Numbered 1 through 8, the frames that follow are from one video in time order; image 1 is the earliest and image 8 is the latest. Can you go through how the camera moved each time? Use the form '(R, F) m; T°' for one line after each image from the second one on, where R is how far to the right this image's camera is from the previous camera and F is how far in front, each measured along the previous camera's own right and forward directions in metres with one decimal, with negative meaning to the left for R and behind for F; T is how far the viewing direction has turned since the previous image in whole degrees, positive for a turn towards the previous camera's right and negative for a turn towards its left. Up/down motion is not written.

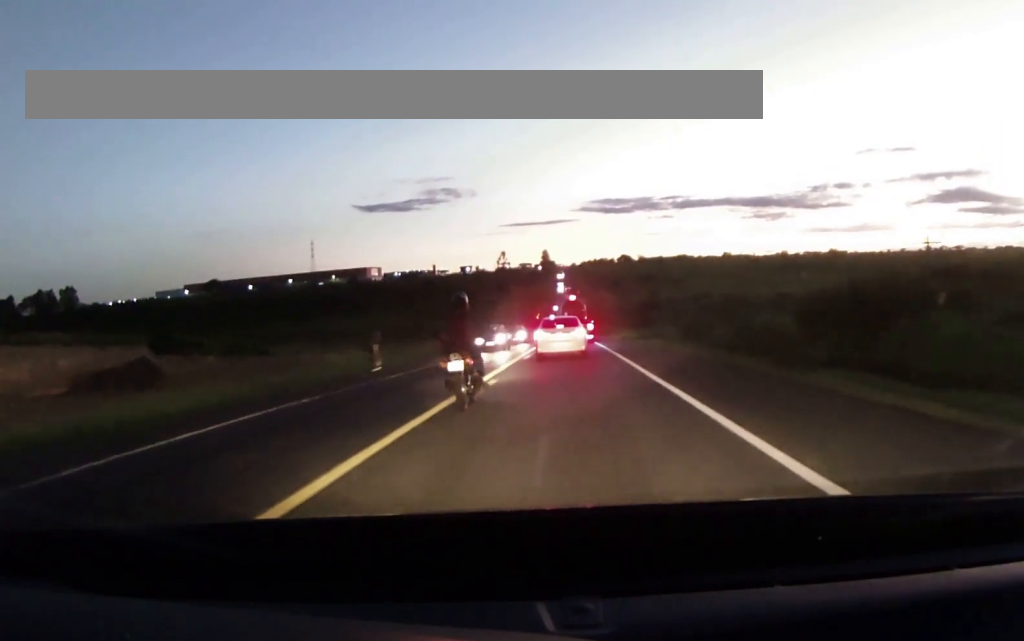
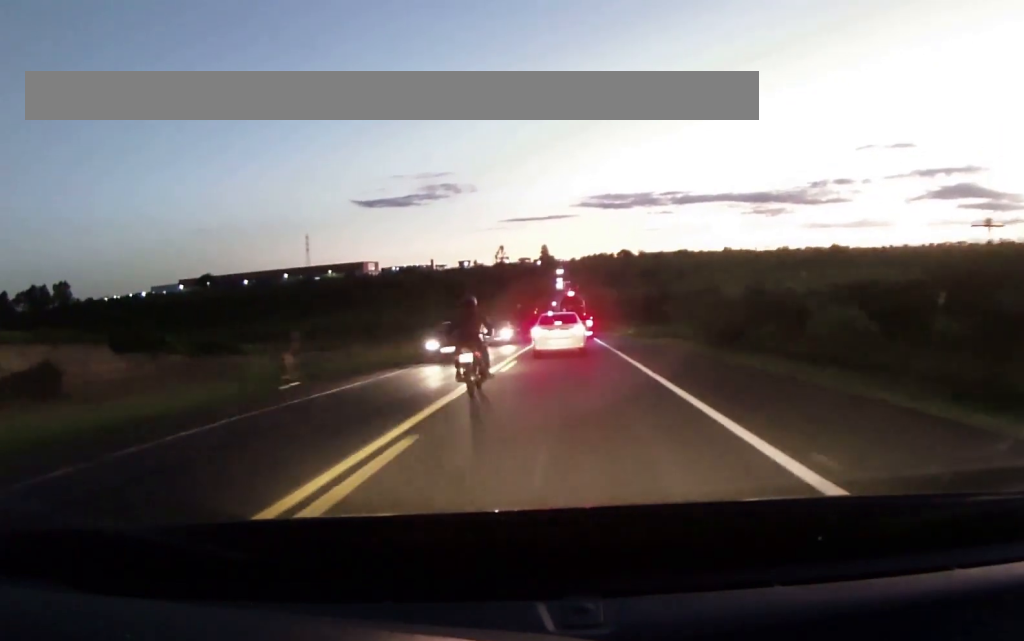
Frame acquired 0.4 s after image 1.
(0.0, +9.1) m; 0°
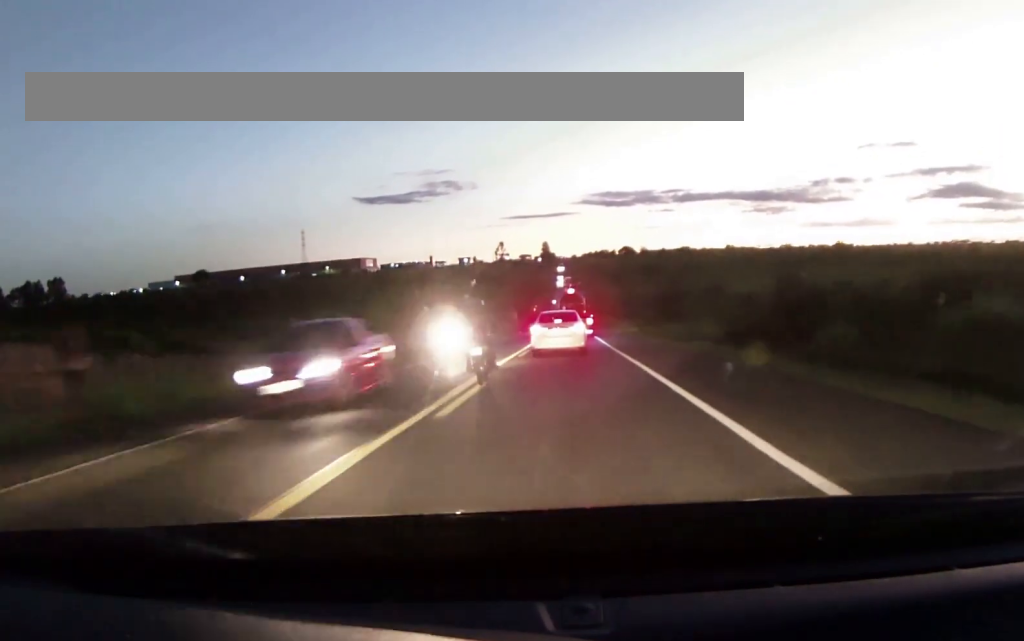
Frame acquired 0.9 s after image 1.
(-0.1, +9.8) m; 0°
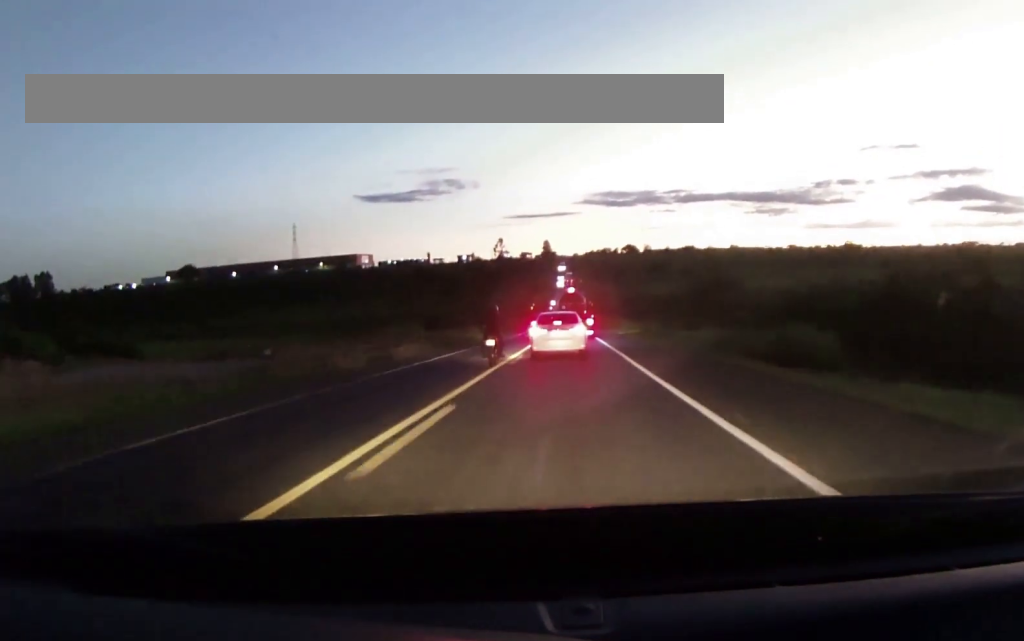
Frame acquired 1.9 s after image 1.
(0.0, +21.0) m; +1°
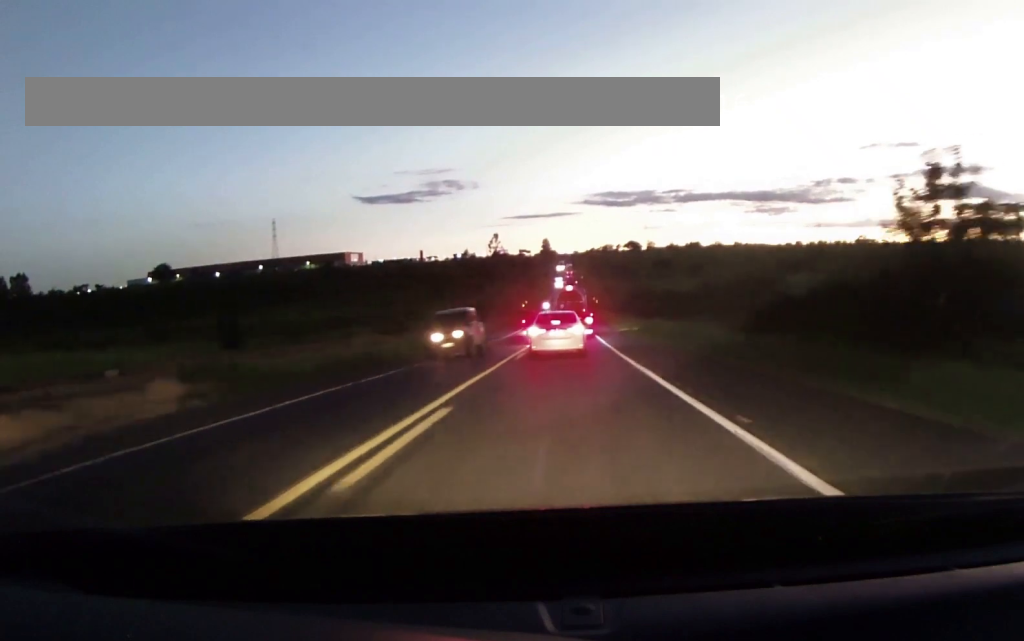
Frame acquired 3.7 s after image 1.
(+0.6, +36.0) m; 0°
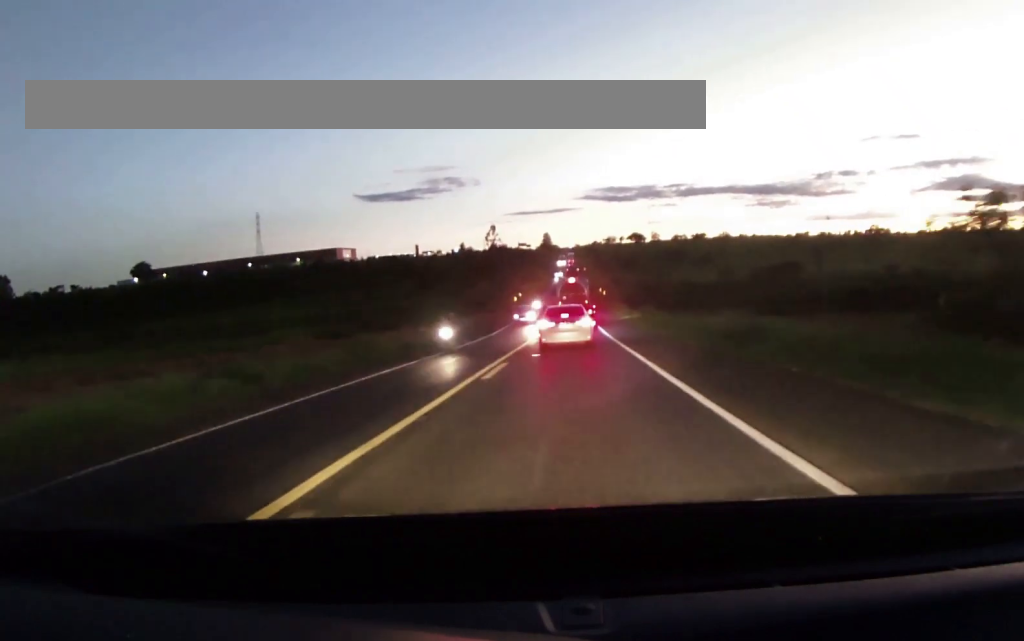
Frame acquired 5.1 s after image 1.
(-0.6, +27.0) m; -1°
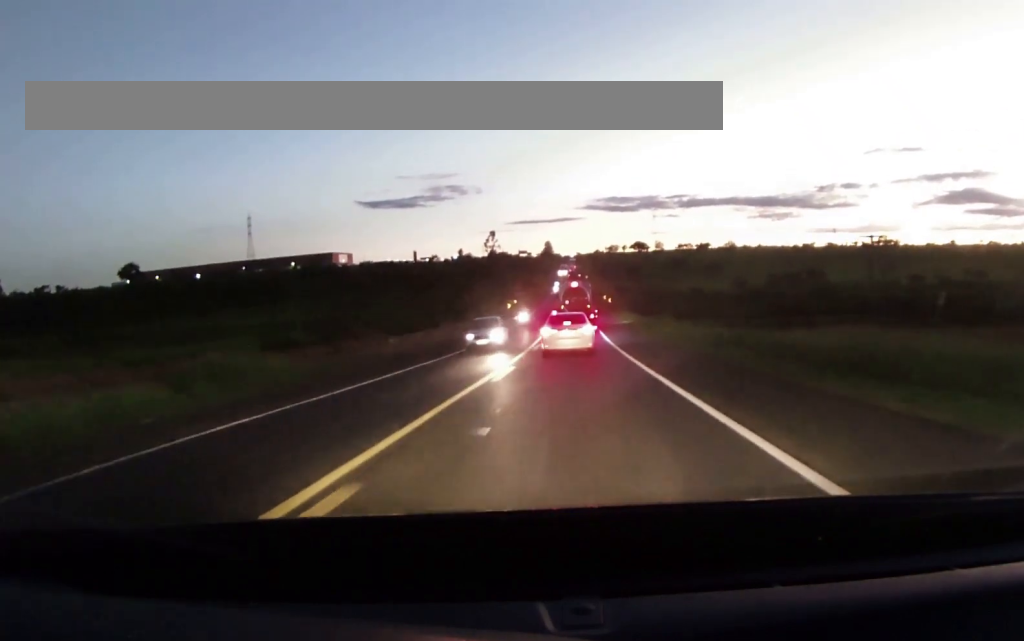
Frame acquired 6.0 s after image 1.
(+0.2, +14.7) m; +1°
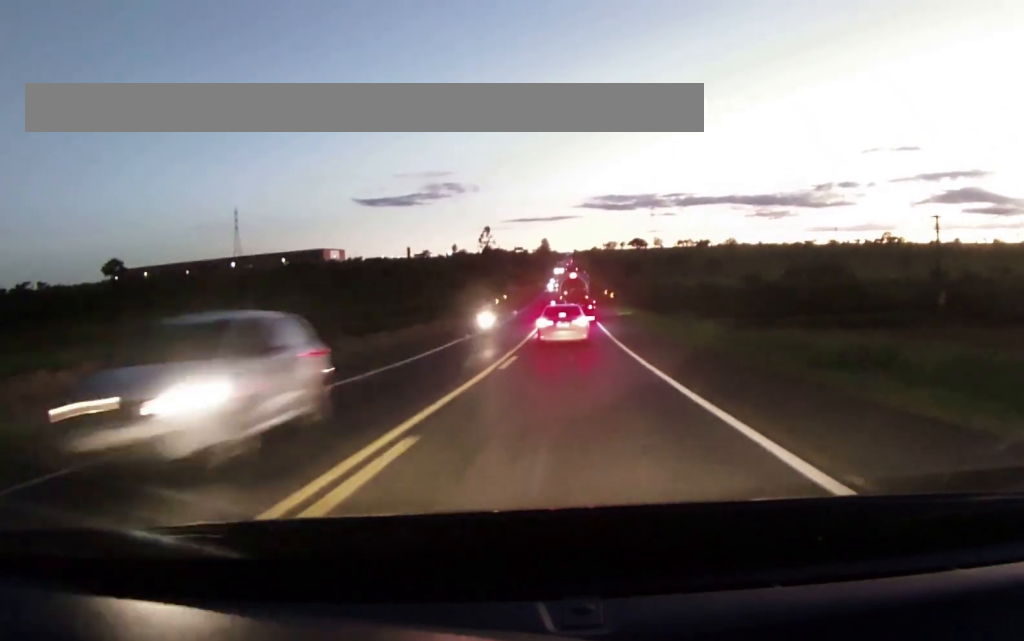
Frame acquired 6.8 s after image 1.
(+0.1, +14.0) m; +1°
